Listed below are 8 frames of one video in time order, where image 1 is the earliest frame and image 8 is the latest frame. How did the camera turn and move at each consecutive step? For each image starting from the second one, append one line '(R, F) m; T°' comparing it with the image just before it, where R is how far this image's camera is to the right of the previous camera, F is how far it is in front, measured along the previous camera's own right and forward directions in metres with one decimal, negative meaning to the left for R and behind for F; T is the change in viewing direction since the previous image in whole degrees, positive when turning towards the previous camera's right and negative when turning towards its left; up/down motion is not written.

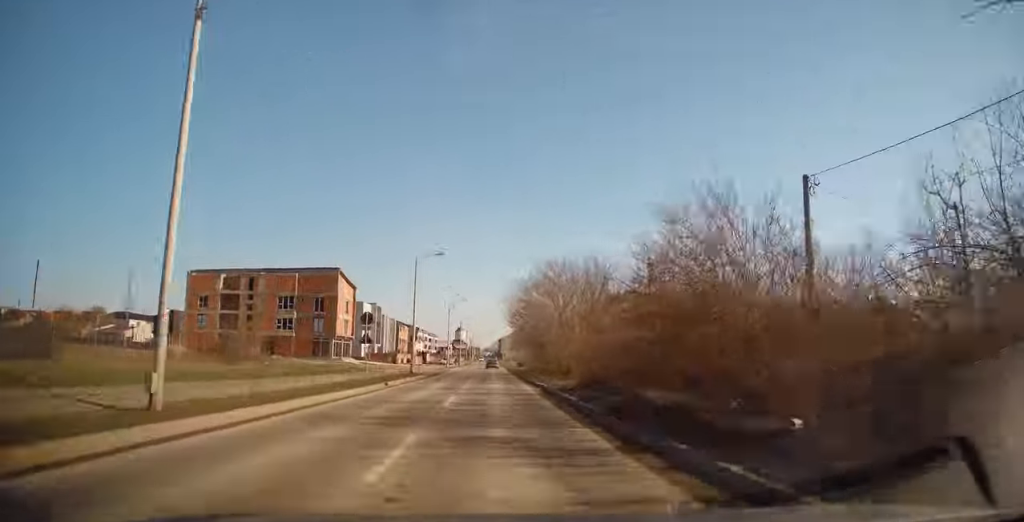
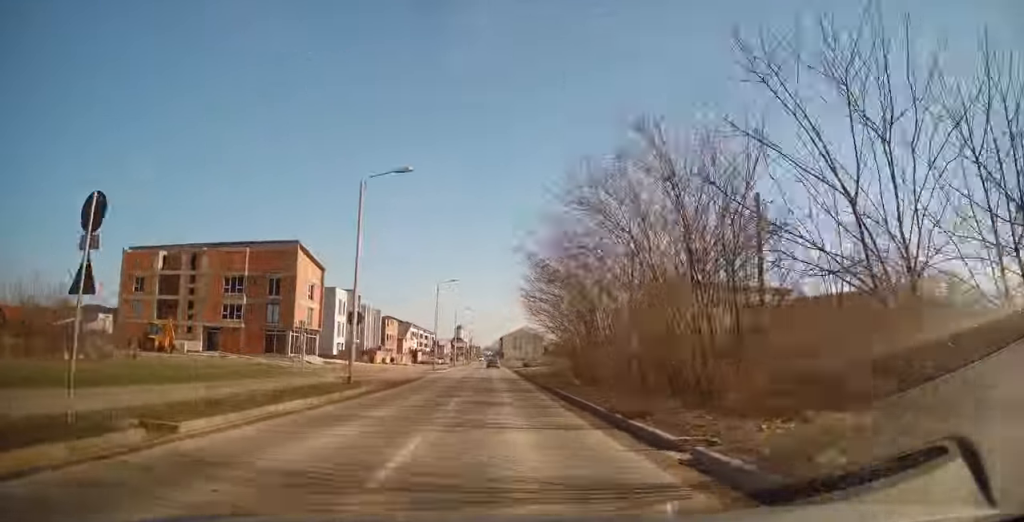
(0.0, +17.7) m; 0°
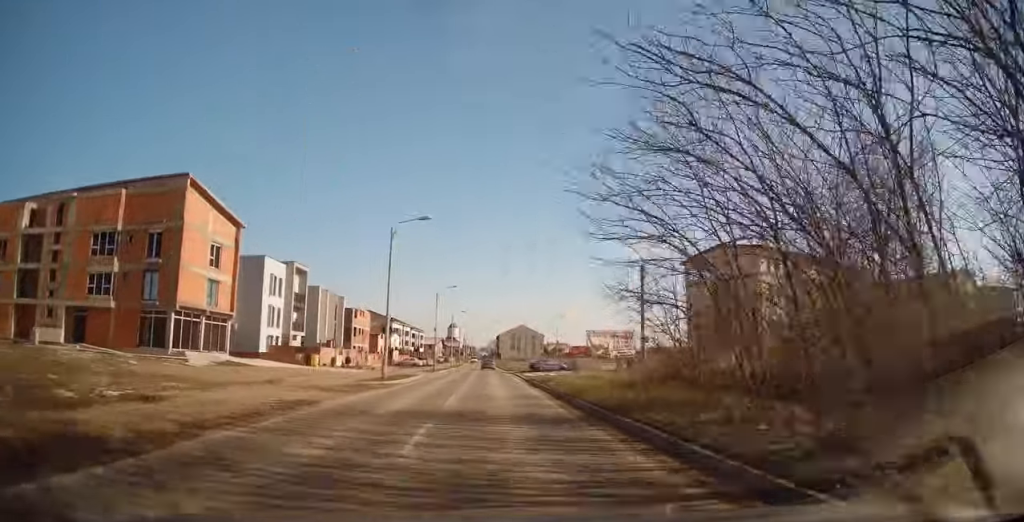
(0.0, +23.6) m; 0°
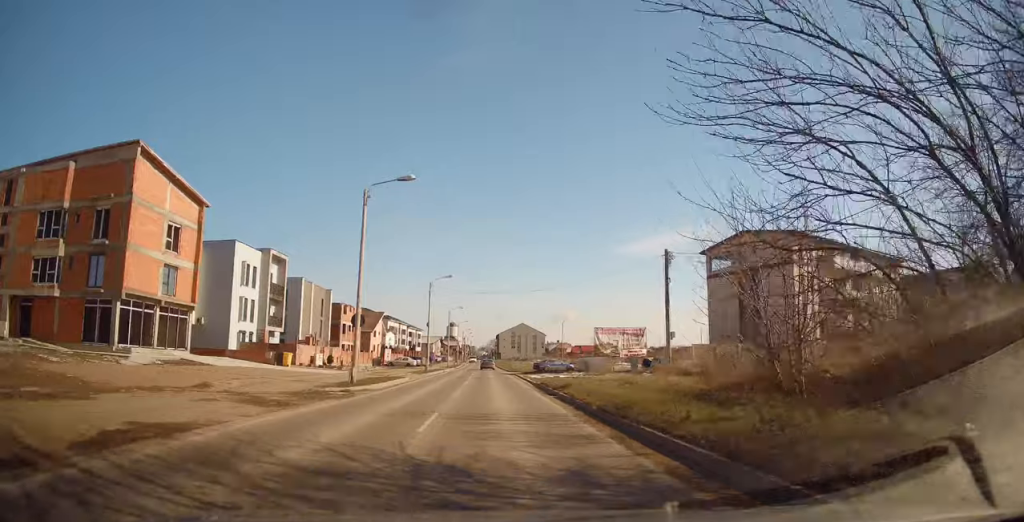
(0.0, +6.5) m; 0°
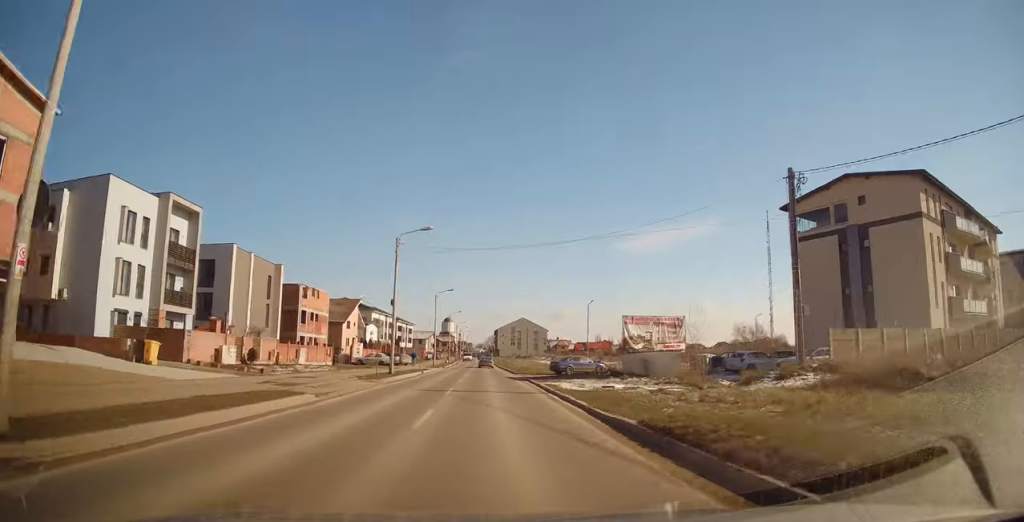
(+0.2, +17.2) m; +2°
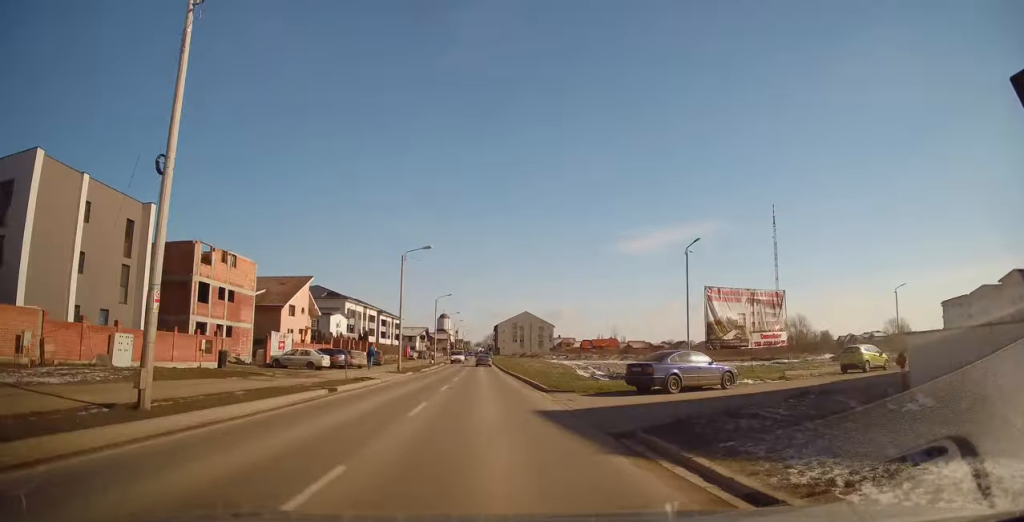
(0.0, +23.5) m; -1°
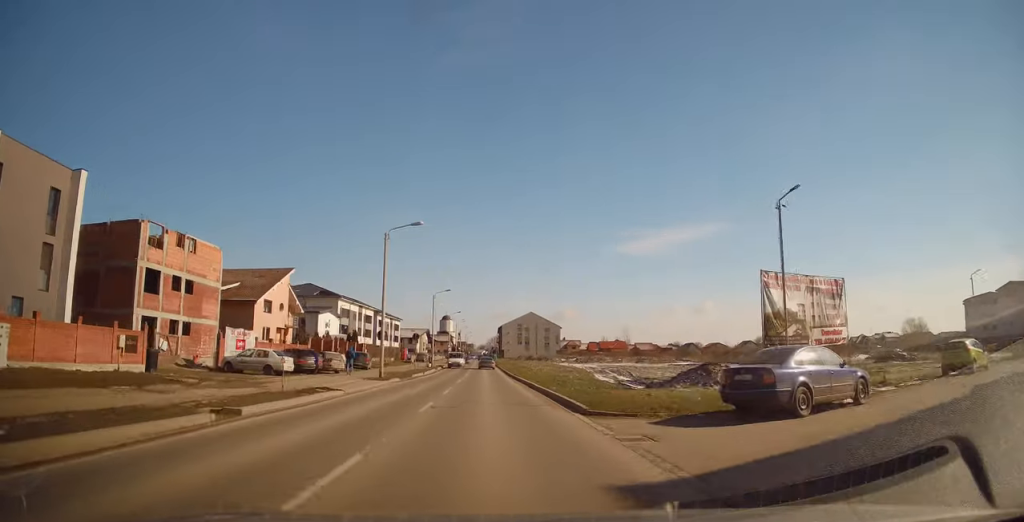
(-0.1, +7.8) m; -1°
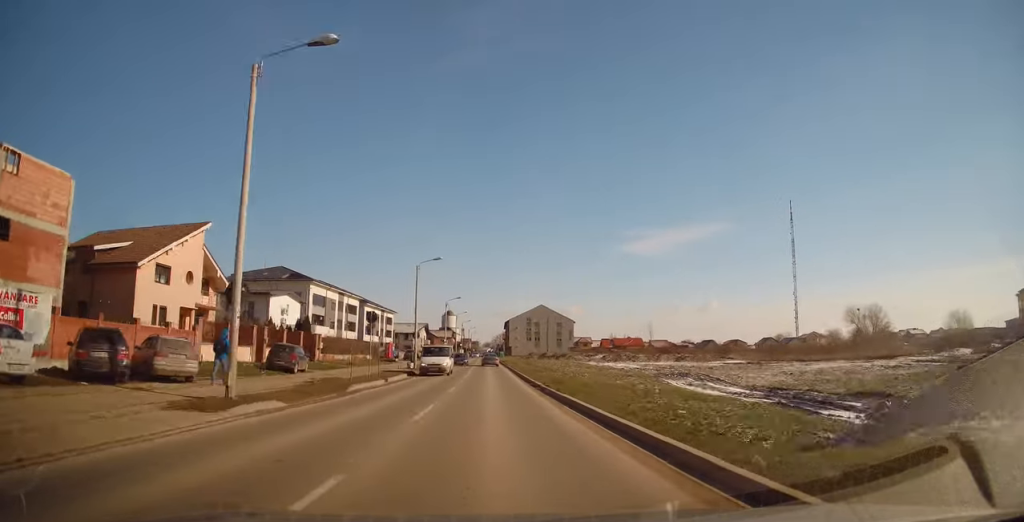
(0.0, +19.3) m; 0°
